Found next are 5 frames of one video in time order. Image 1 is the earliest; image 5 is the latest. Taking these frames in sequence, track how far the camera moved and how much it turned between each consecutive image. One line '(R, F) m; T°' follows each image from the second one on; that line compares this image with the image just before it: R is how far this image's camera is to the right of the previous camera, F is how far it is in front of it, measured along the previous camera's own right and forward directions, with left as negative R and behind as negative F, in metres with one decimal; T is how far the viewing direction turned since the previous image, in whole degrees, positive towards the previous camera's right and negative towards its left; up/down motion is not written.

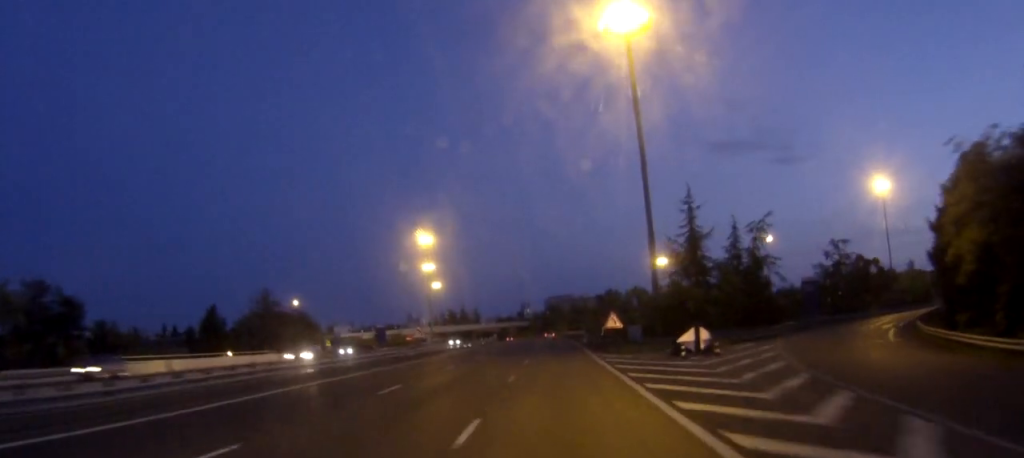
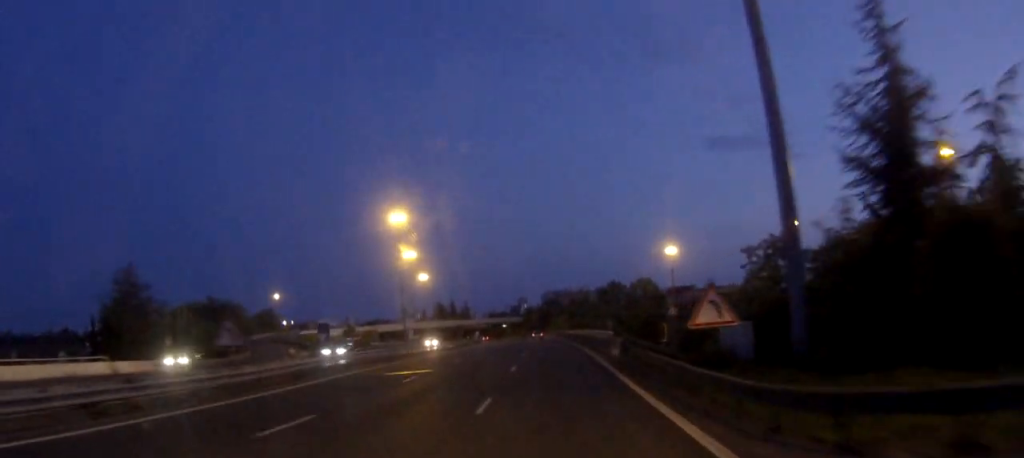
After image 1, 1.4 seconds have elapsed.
(0.0, +34.9) m; 0°
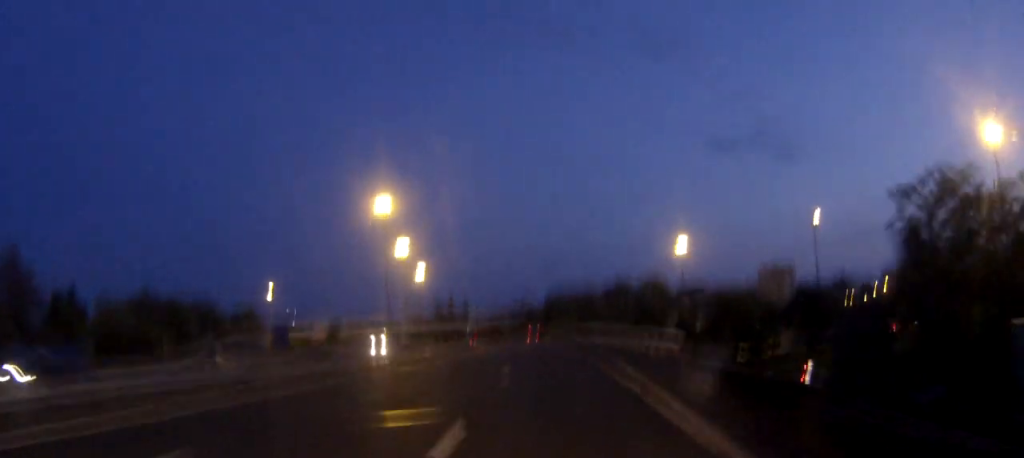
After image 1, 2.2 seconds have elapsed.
(-0.1, +18.5) m; 0°
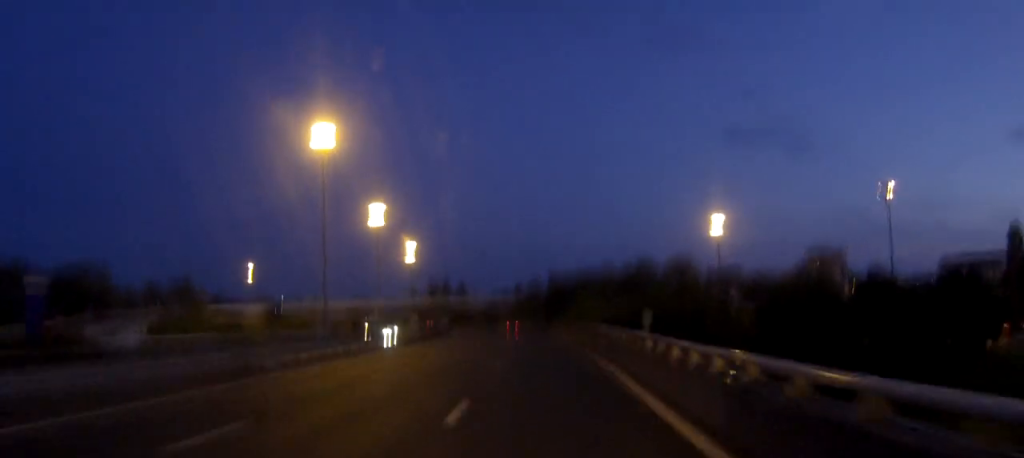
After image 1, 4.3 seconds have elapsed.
(-0.6, +49.0) m; -2°
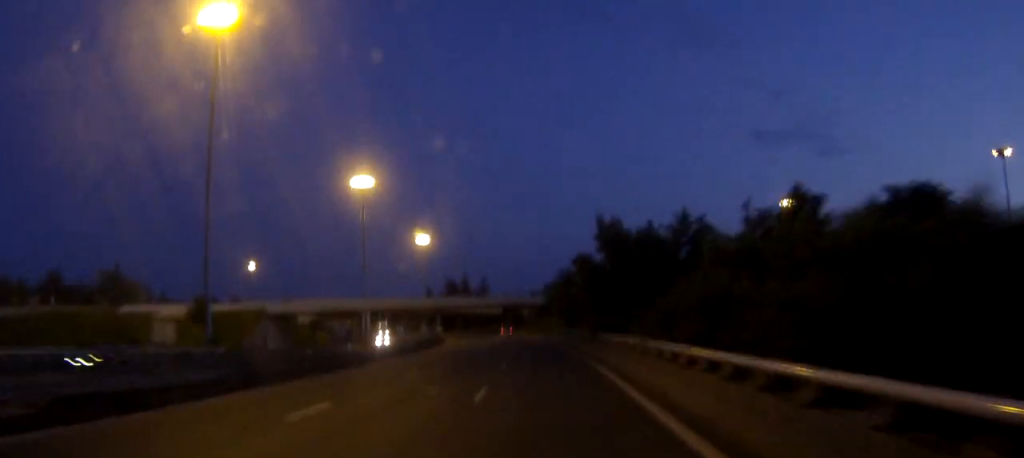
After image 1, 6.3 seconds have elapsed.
(-1.2, +46.6) m; -3°
